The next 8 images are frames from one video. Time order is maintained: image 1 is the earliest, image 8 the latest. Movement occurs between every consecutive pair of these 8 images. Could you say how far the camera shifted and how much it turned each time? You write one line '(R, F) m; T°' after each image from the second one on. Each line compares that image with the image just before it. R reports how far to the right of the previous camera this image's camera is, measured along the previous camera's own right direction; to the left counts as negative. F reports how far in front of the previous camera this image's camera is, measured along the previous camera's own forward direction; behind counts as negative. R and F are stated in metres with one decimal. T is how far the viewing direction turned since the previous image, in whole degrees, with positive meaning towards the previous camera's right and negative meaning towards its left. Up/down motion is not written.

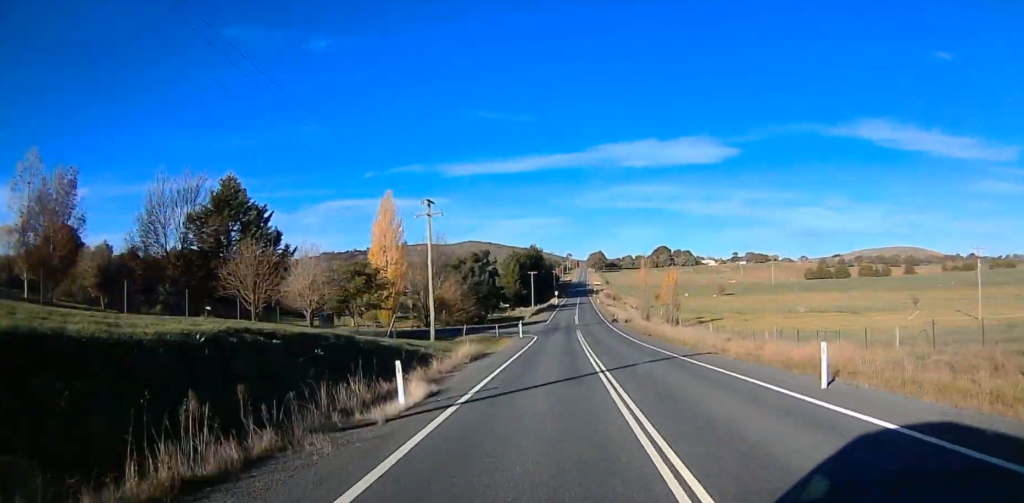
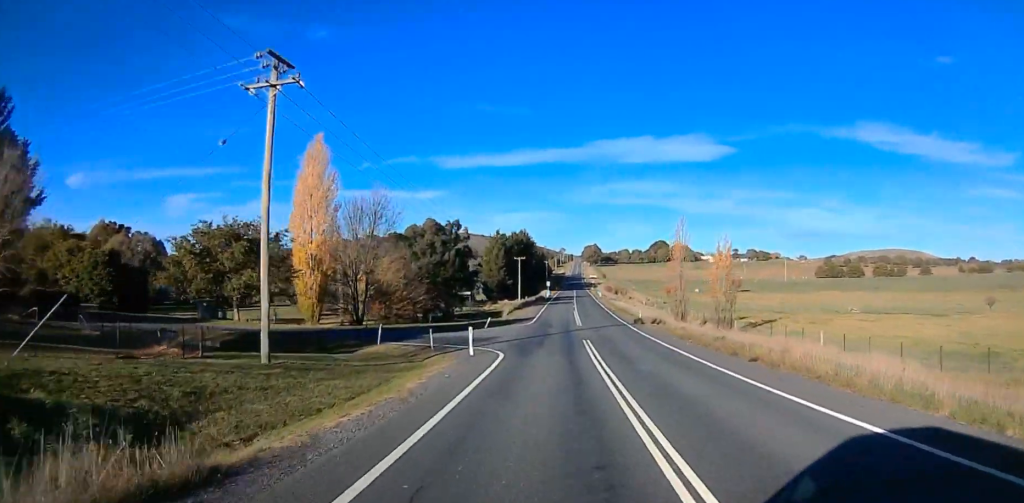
(0.0, +27.1) m; 0°
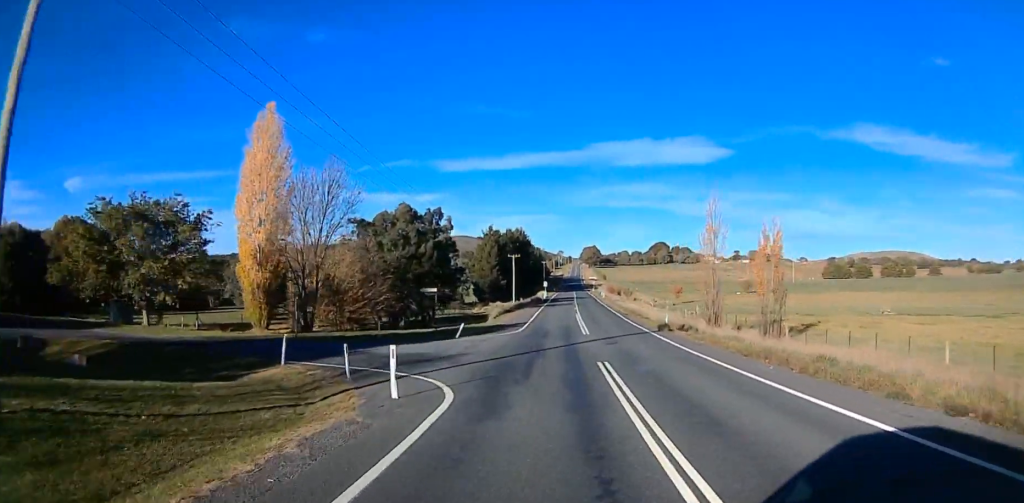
(0.0, +12.1) m; -1°
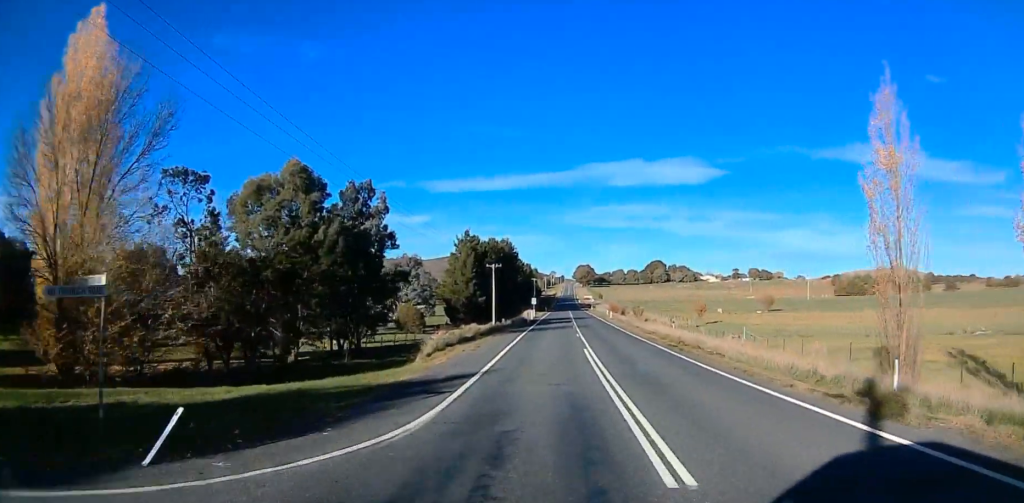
(-0.4, +25.1) m; -1°
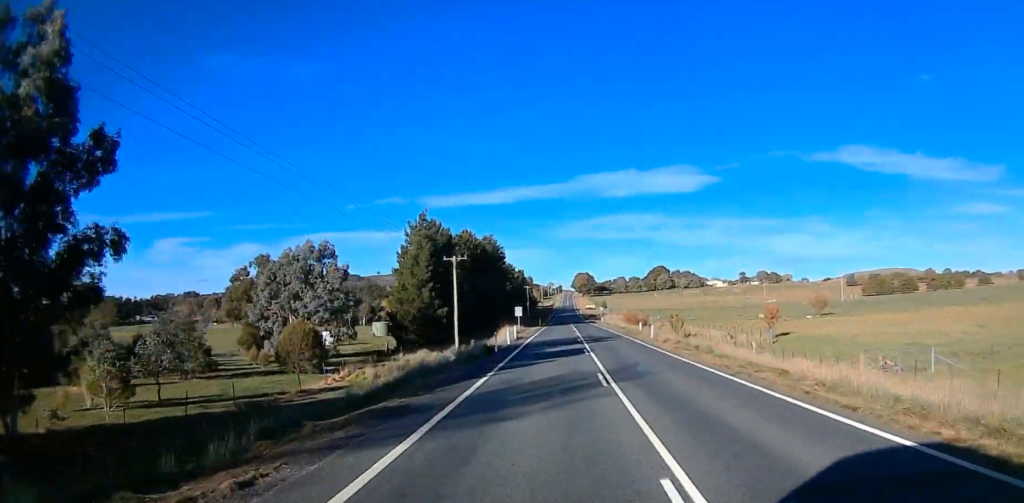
(-0.1, +33.7) m; +1°
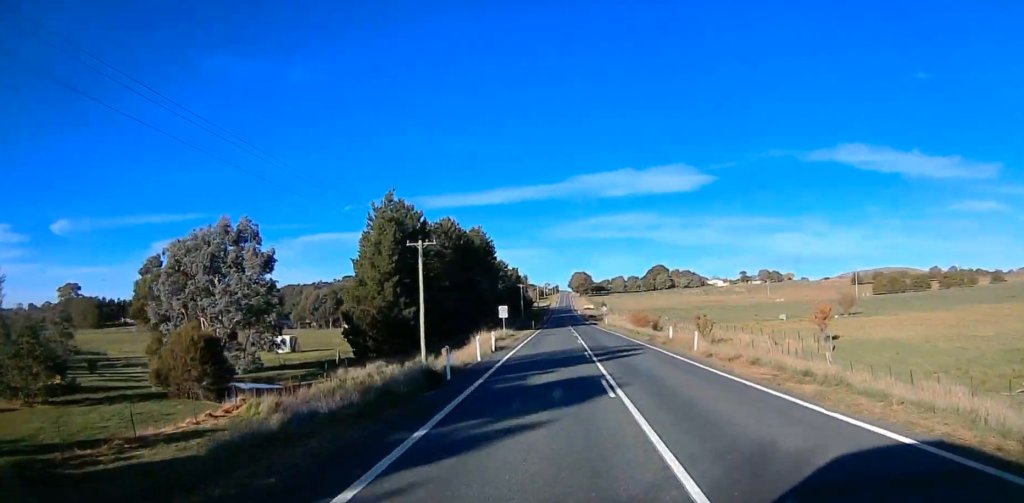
(+0.3, +14.2) m; +1°
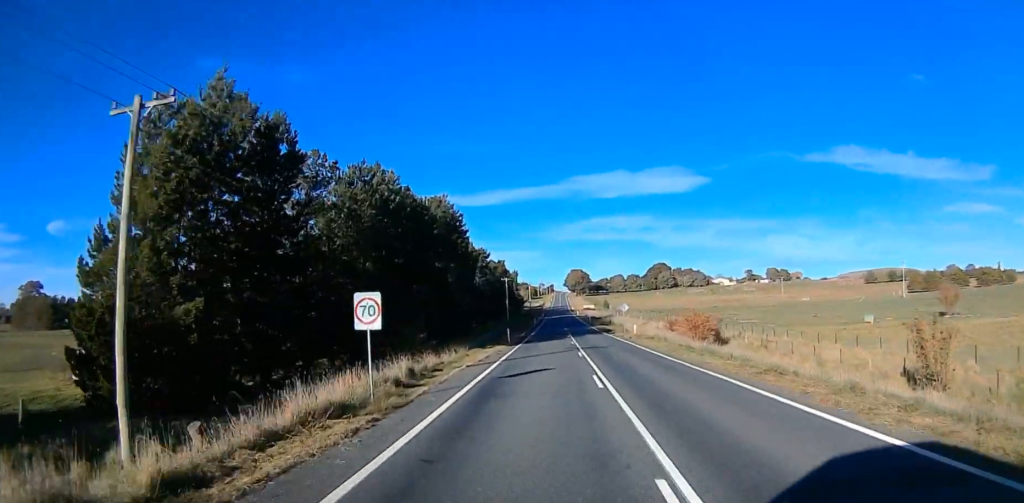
(+0.3, +34.4) m; 0°
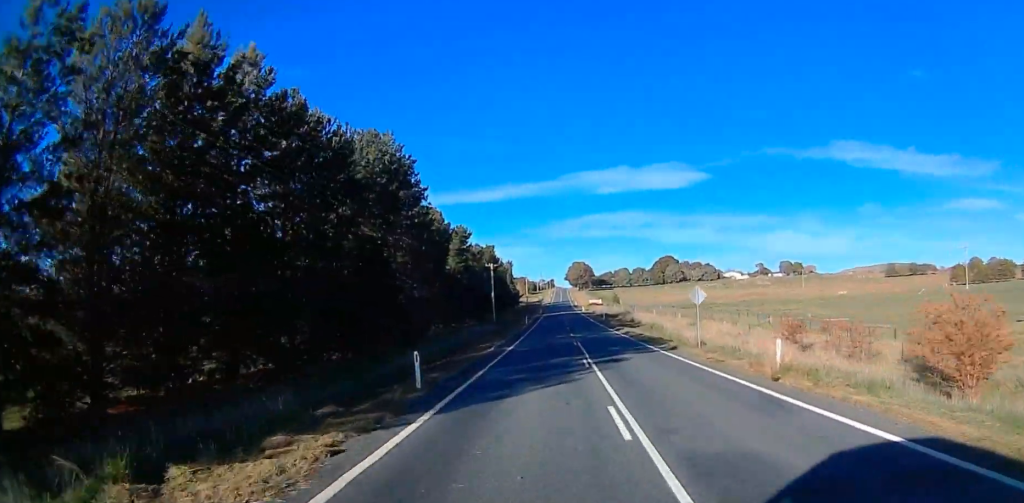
(-0.2, +31.0) m; 0°
